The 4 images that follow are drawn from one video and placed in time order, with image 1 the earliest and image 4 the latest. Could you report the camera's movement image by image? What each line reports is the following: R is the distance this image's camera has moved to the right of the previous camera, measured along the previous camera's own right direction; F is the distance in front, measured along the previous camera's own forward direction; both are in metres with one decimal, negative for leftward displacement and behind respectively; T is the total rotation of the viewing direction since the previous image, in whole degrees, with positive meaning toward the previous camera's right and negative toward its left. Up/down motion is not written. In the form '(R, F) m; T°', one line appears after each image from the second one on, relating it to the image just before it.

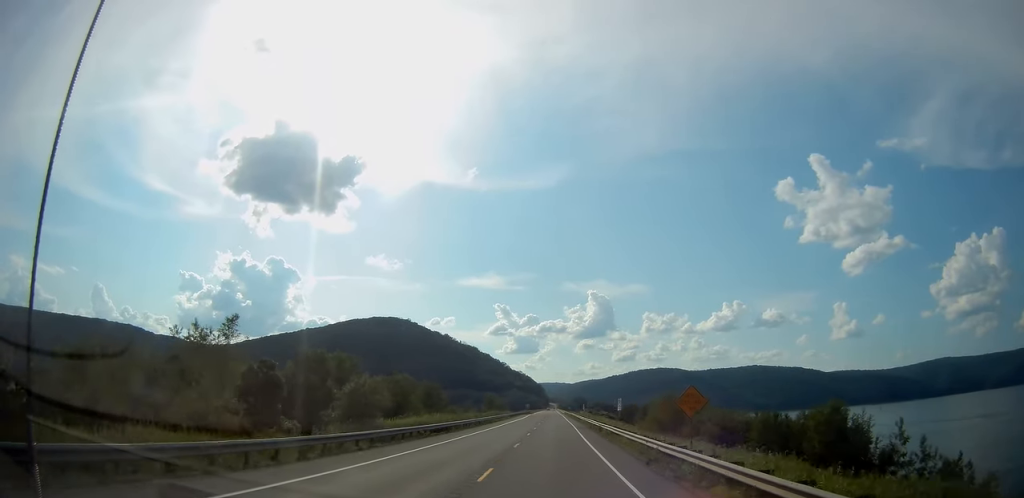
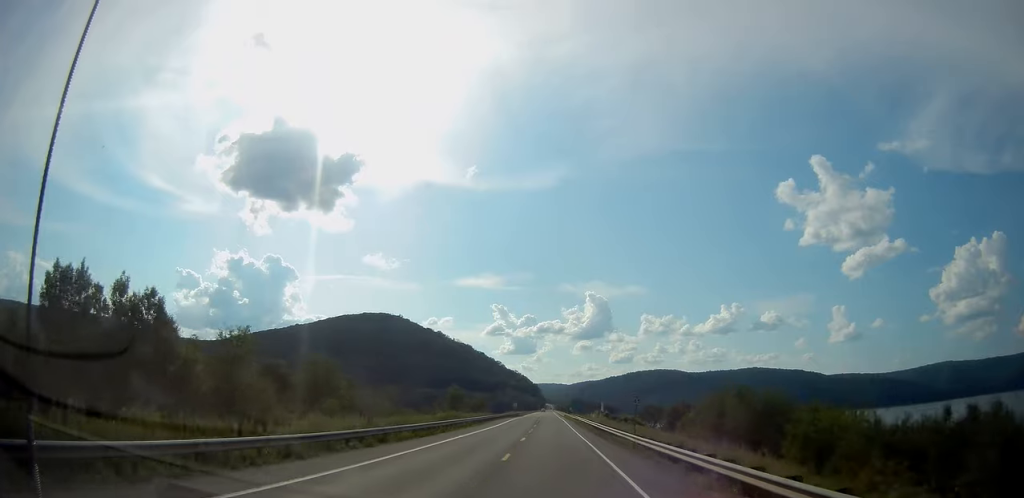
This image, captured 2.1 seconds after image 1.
(+0.4, +42.9) m; 0°
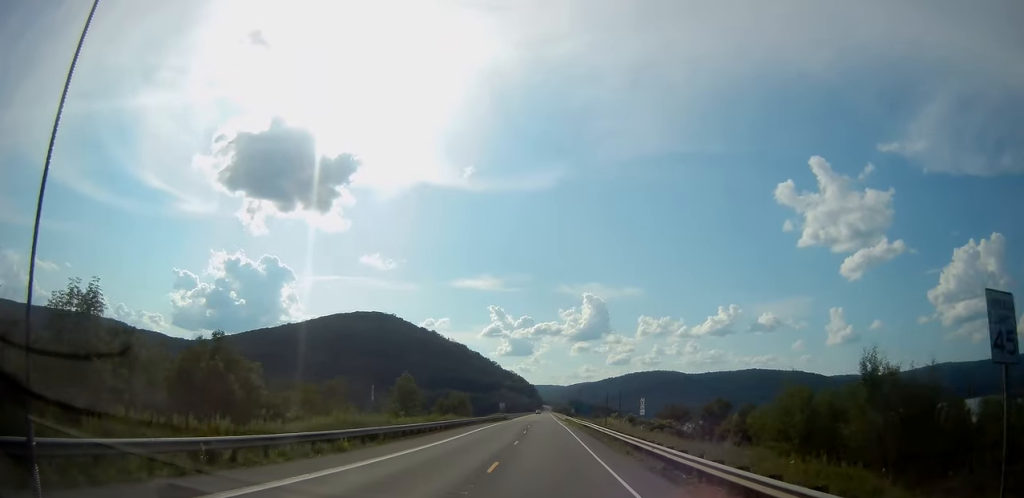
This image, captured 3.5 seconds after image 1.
(0.0, +27.7) m; 0°
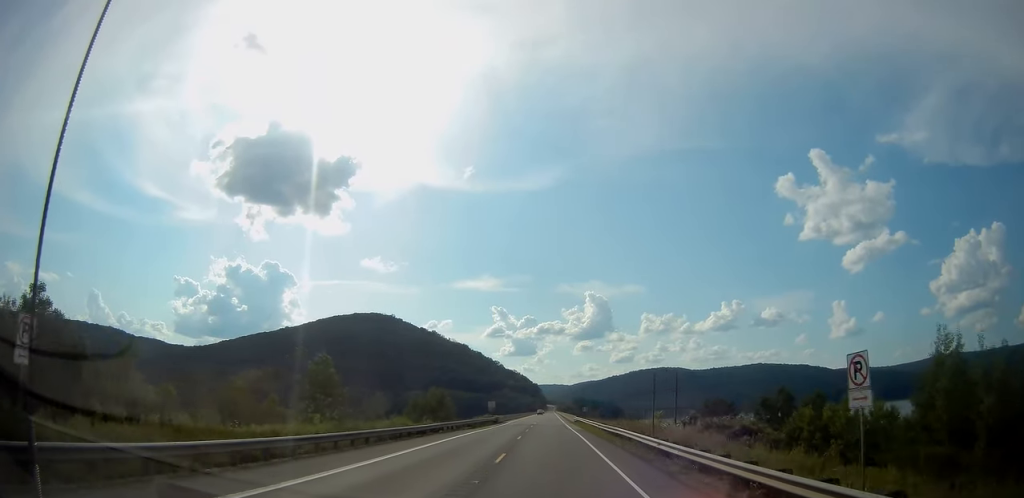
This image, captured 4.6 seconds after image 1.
(-0.2, +22.9) m; +1°
